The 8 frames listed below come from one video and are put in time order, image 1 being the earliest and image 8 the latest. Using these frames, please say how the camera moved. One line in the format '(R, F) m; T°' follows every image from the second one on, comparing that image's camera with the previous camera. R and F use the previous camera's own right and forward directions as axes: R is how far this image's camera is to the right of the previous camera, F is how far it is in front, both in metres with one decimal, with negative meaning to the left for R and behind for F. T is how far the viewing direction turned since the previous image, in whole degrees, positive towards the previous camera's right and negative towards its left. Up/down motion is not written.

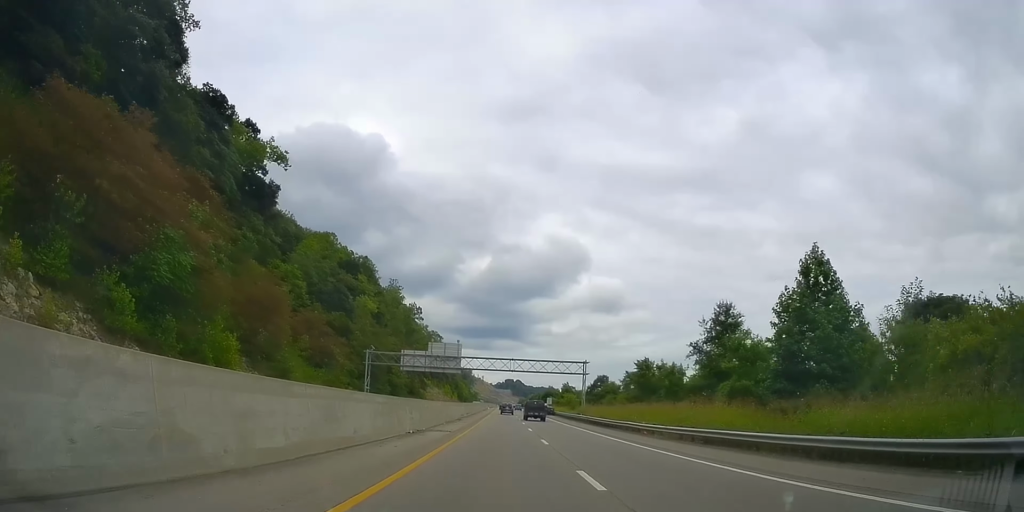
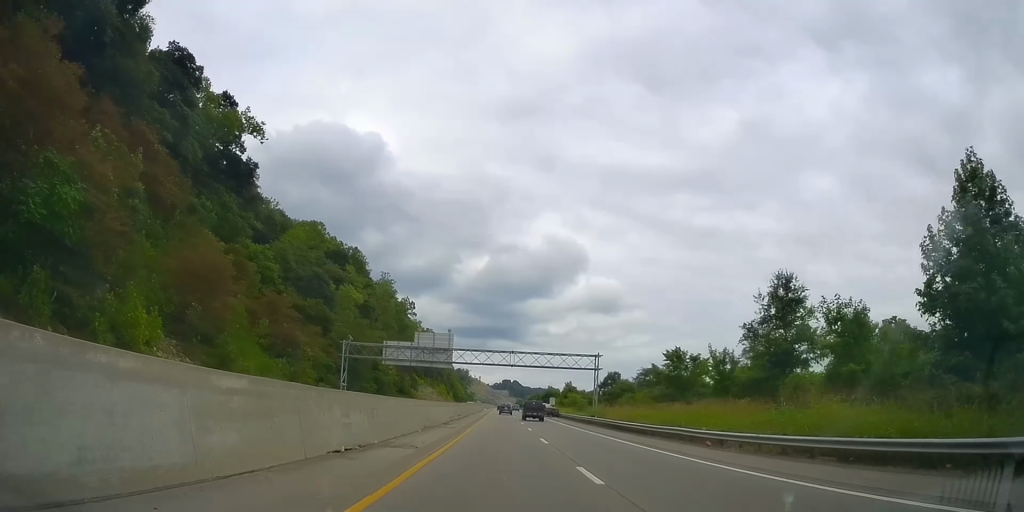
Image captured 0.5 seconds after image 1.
(-0.1, +11.4) m; 0°
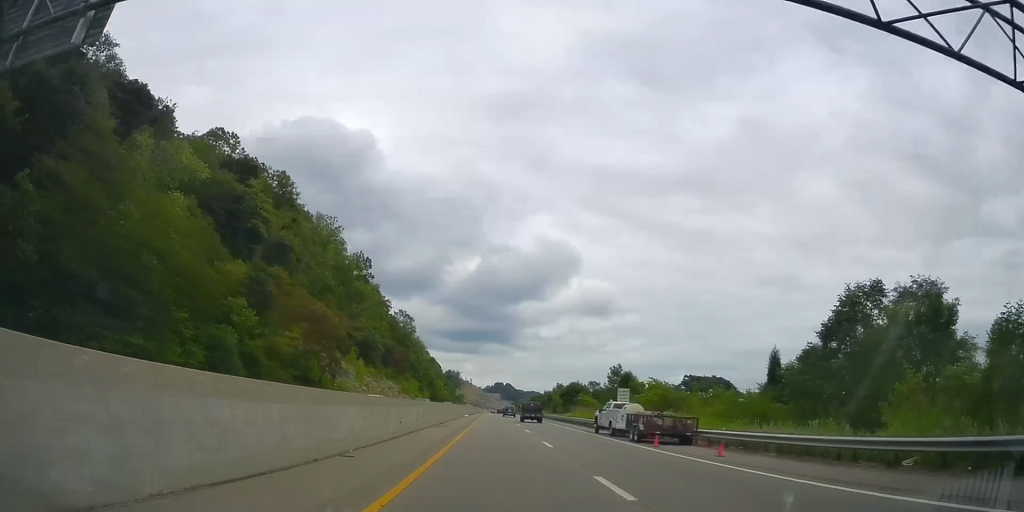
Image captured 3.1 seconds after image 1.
(+0.9, +62.6) m; 0°
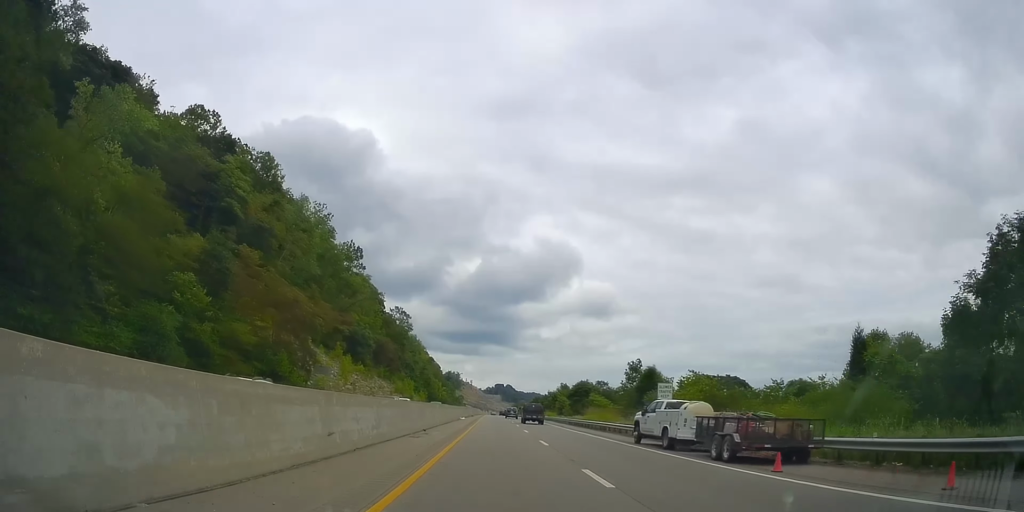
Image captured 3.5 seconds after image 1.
(-0.1, +10.5) m; -1°
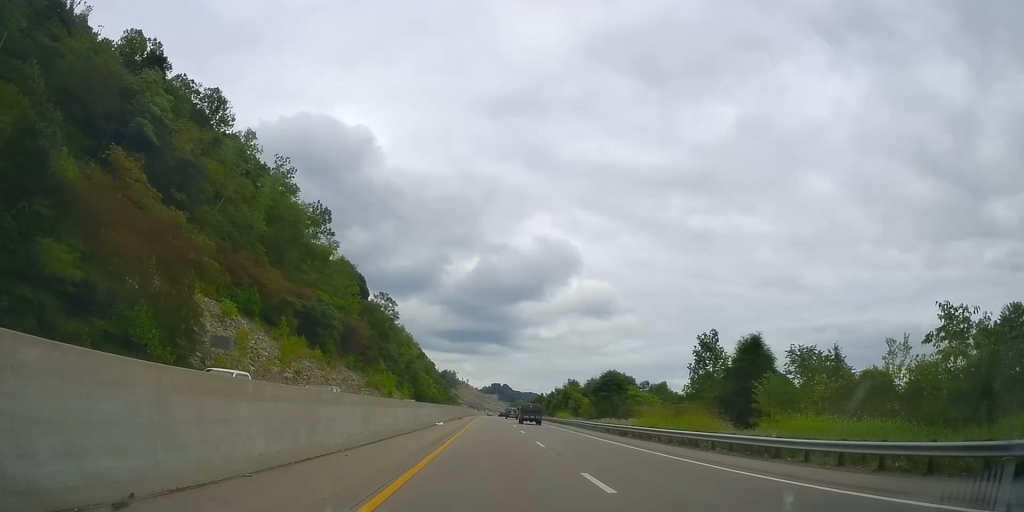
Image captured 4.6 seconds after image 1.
(-0.1, +25.2) m; +1°
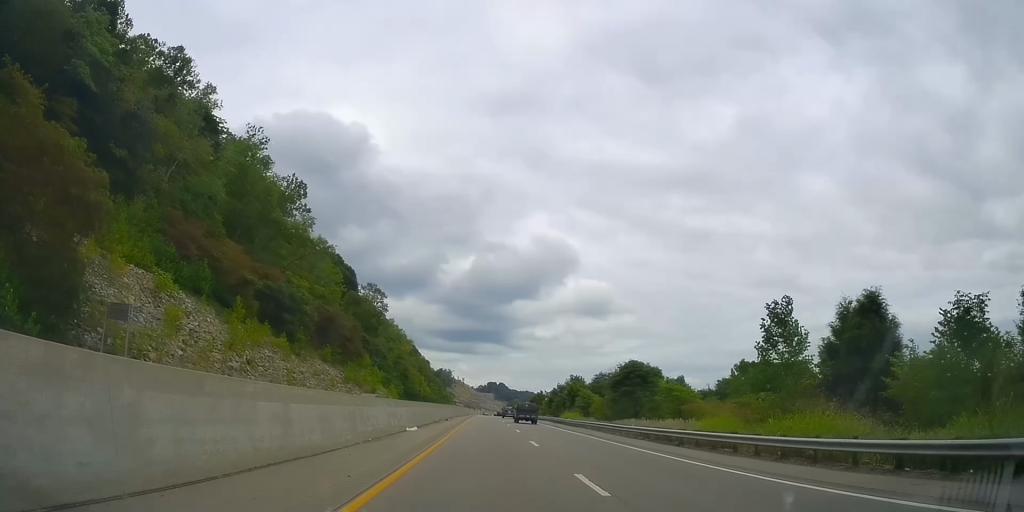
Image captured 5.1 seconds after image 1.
(+0.1, +12.7) m; +1°
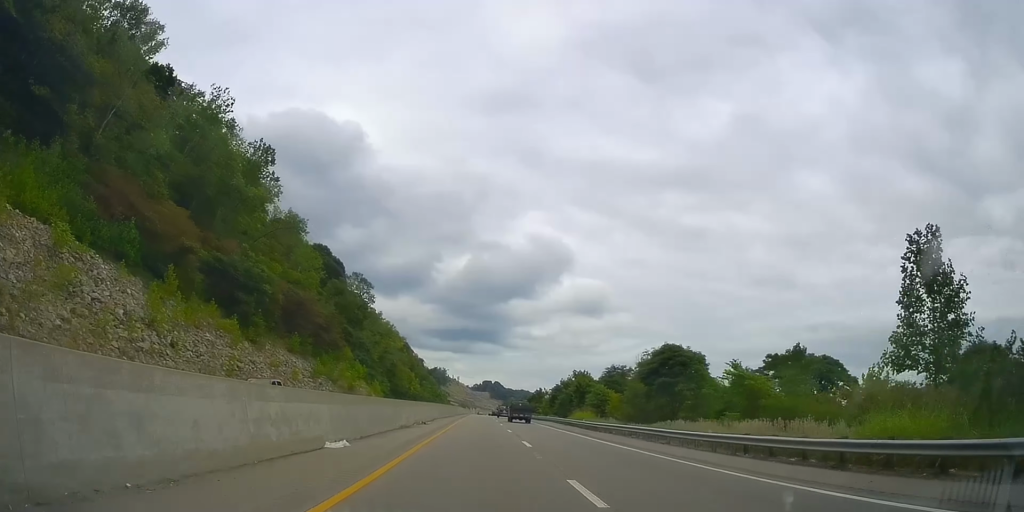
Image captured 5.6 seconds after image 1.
(+0.1, +13.6) m; +1°
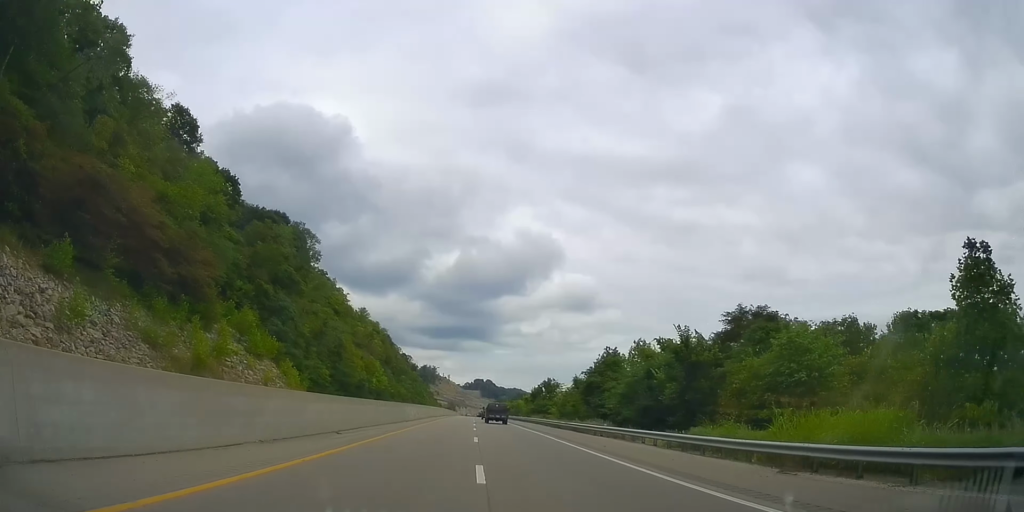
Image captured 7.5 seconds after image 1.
(+0.1, +47.1) m; +1°
